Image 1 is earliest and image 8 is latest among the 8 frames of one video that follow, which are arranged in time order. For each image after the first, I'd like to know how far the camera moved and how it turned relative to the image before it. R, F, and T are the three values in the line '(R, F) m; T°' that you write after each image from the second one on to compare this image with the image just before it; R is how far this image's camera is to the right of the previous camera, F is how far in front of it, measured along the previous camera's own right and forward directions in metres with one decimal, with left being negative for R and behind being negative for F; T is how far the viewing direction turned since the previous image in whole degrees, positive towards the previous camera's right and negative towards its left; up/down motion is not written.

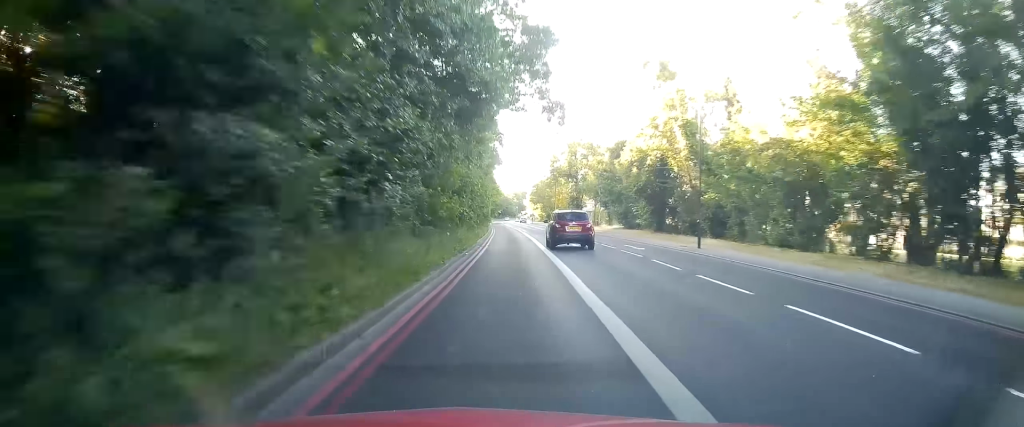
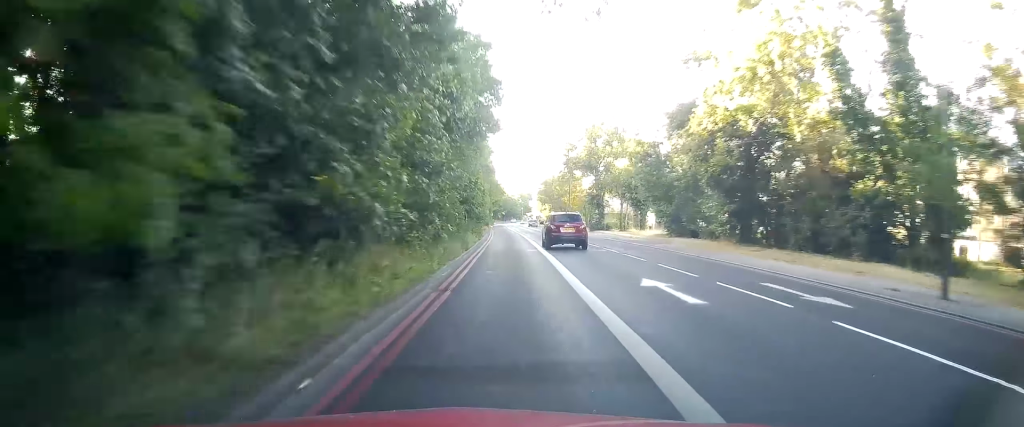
(-0.2, +17.8) m; -1°
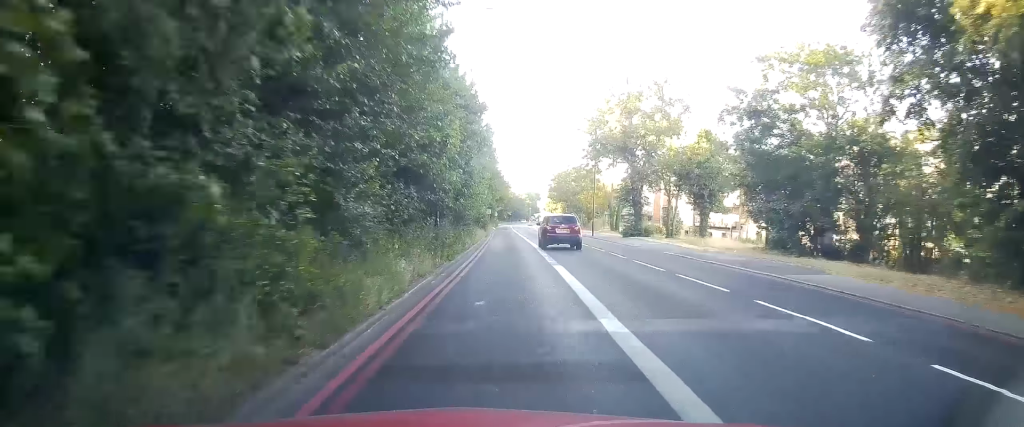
(0.0, +18.1) m; 0°
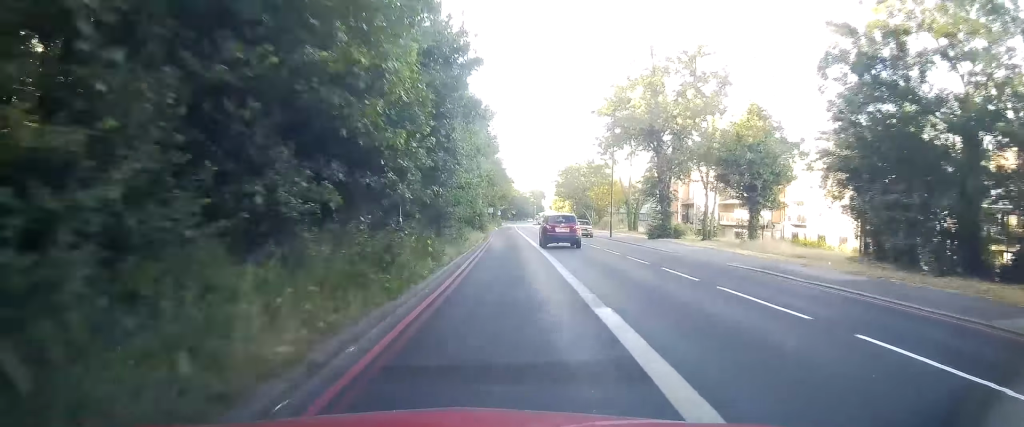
(0.0, +8.6) m; -1°
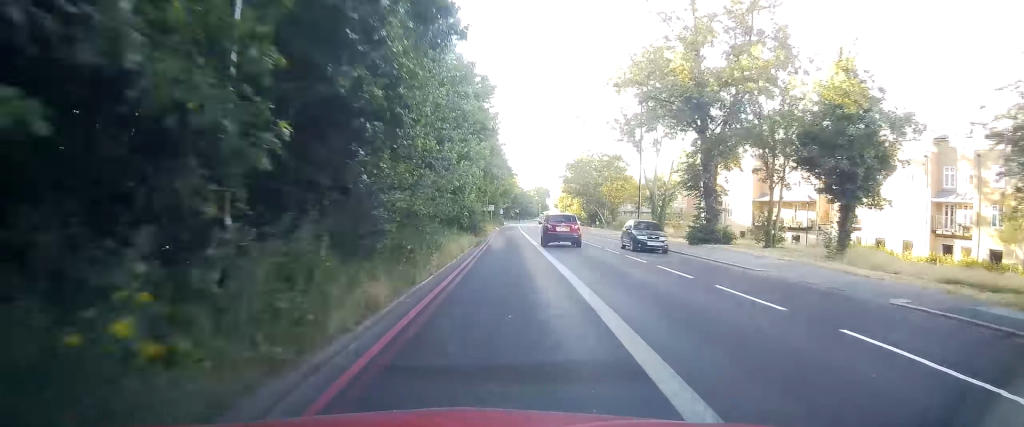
(0.0, +10.0) m; -1°
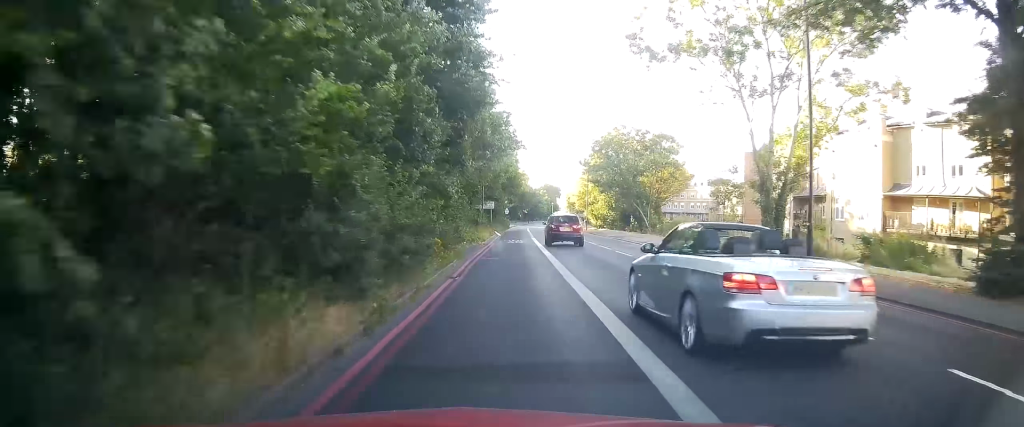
(-0.3, +23.8) m; -1°
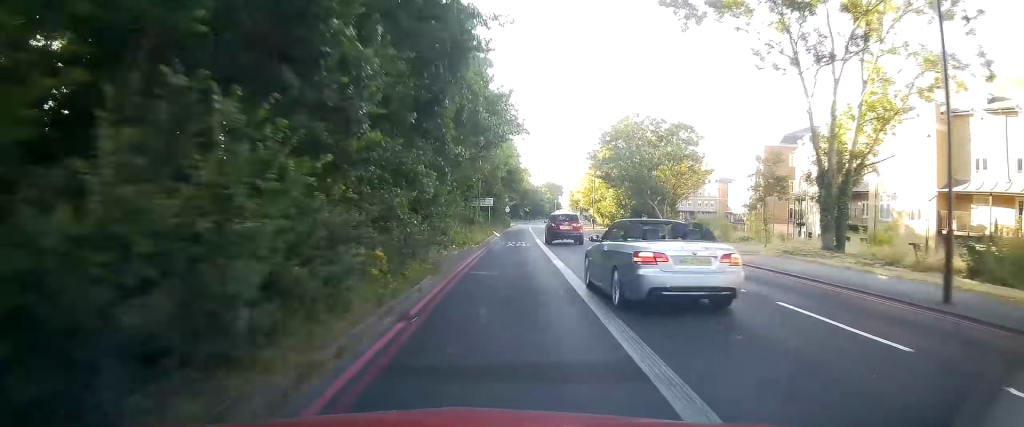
(0.0, +6.3) m; 0°
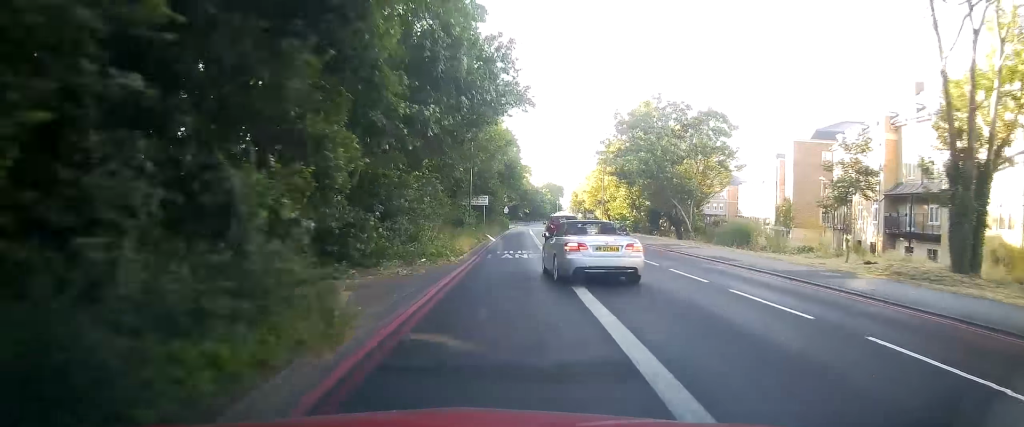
(-0.1, +8.6) m; 0°
